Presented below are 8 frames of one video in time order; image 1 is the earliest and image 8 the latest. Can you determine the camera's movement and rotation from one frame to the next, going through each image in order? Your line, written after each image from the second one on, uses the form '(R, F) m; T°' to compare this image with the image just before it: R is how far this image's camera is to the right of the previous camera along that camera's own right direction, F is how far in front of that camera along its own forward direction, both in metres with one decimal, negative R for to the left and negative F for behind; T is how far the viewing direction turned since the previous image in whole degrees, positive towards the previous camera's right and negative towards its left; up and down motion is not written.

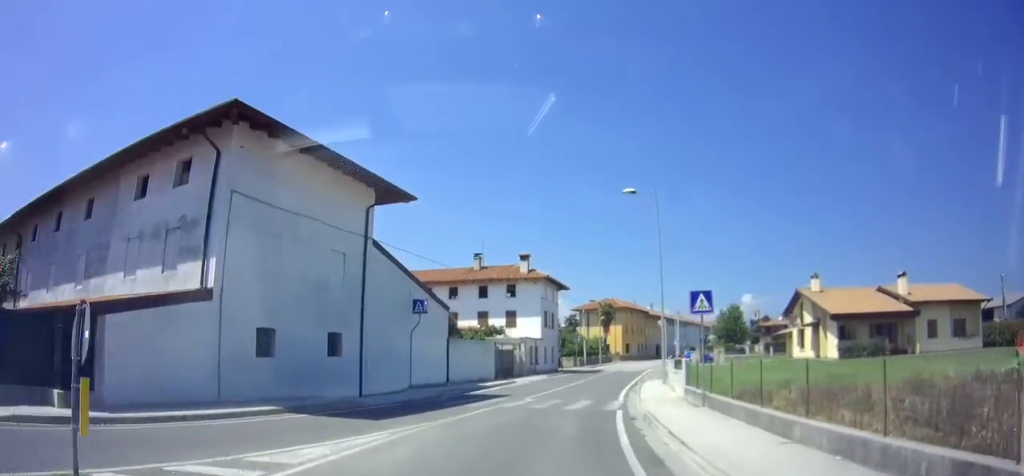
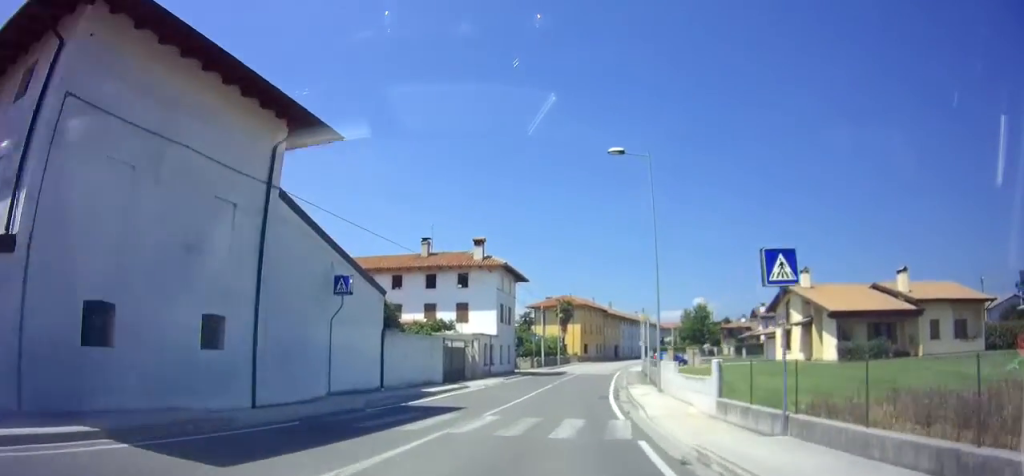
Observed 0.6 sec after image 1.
(+0.1, +5.7) m; +5°
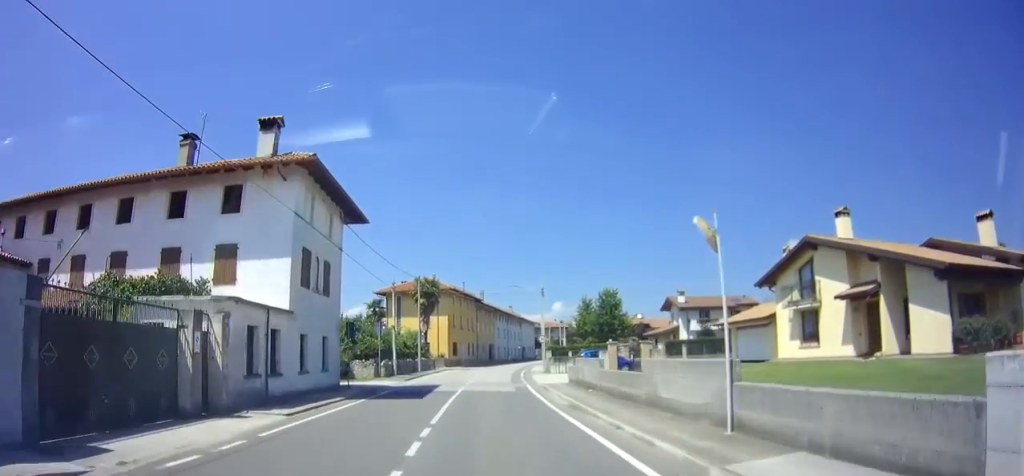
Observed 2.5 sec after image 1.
(+1.9, +20.0) m; +7°
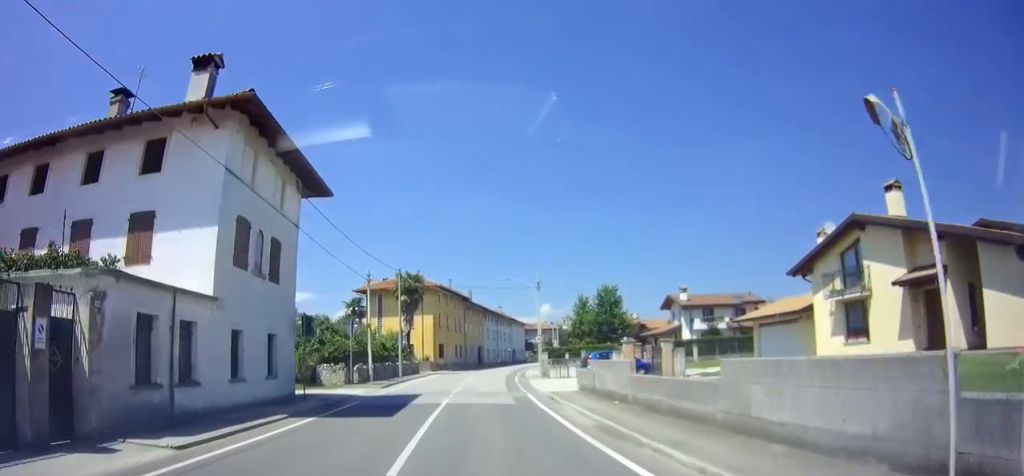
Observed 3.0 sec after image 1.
(0.0, +4.9) m; +1°
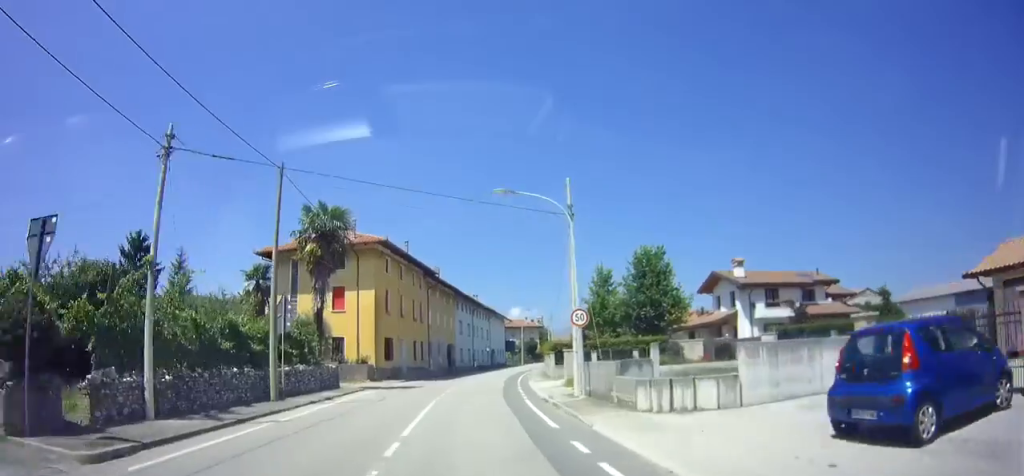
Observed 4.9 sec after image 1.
(+0.8, +20.7) m; +4°
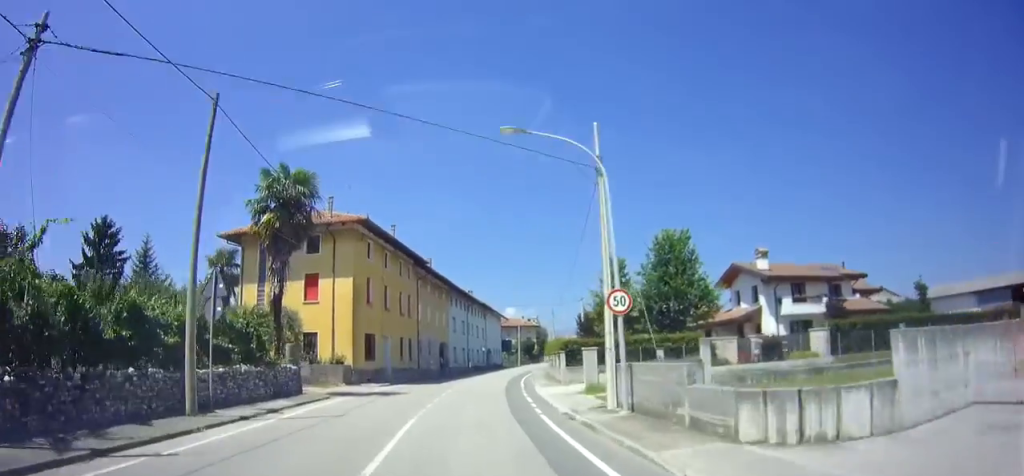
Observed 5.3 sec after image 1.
(0.0, +4.9) m; +1°
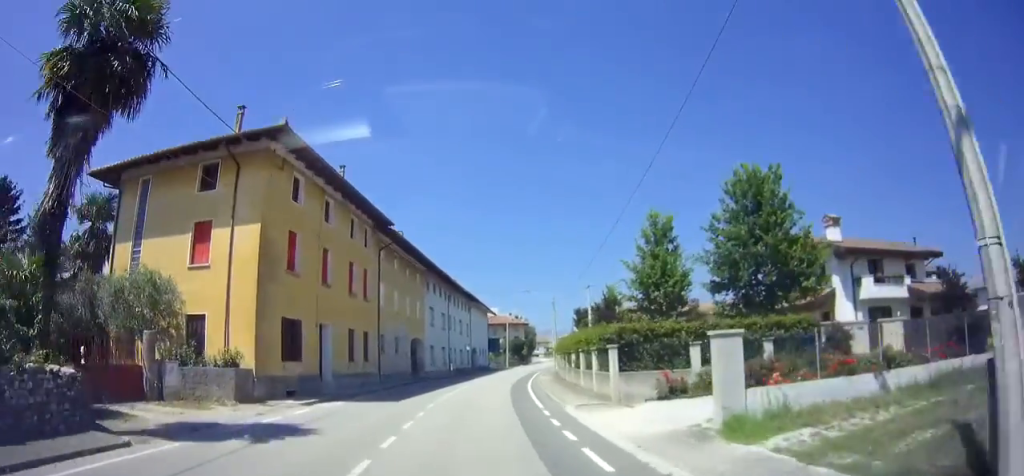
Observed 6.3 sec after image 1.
(+0.2, +11.3) m; +3°
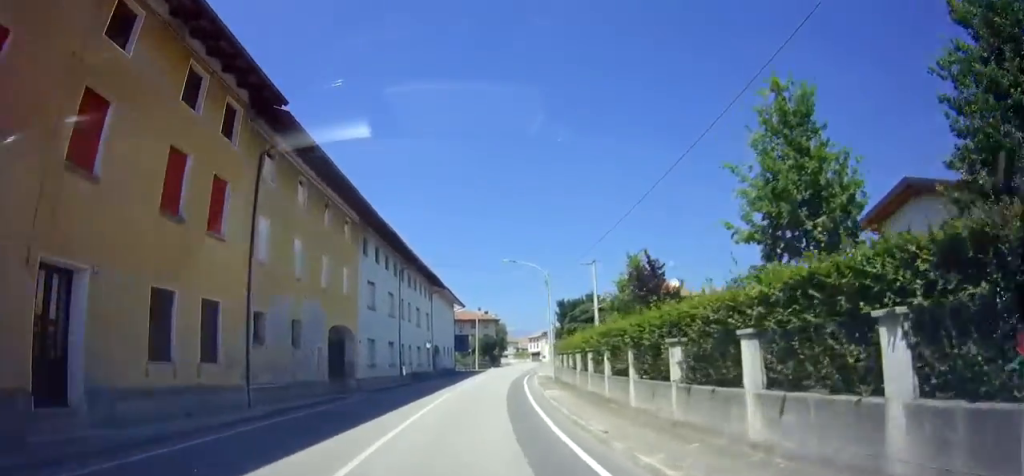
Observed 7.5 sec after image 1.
(+0.5, +13.8) m; +4°
